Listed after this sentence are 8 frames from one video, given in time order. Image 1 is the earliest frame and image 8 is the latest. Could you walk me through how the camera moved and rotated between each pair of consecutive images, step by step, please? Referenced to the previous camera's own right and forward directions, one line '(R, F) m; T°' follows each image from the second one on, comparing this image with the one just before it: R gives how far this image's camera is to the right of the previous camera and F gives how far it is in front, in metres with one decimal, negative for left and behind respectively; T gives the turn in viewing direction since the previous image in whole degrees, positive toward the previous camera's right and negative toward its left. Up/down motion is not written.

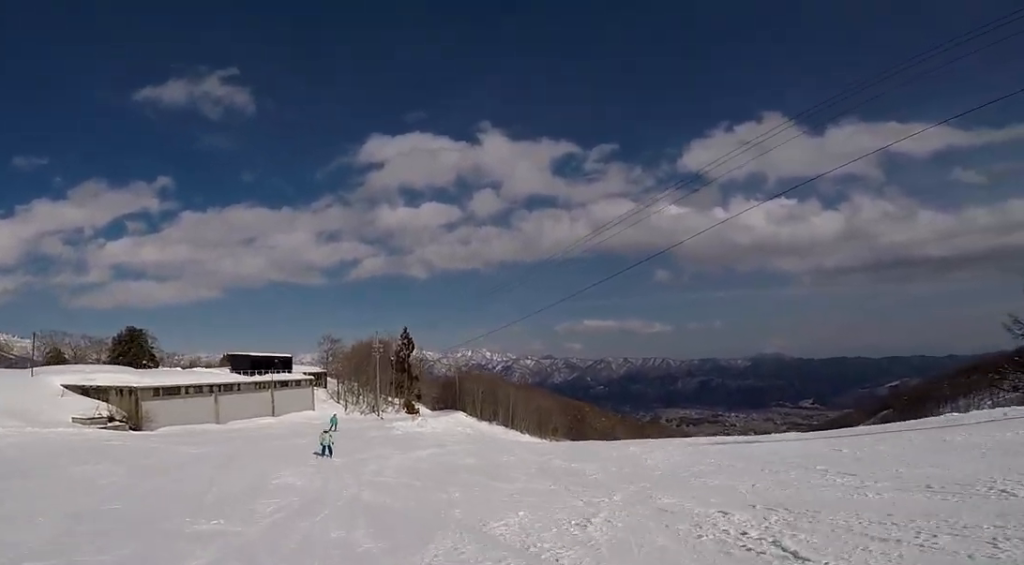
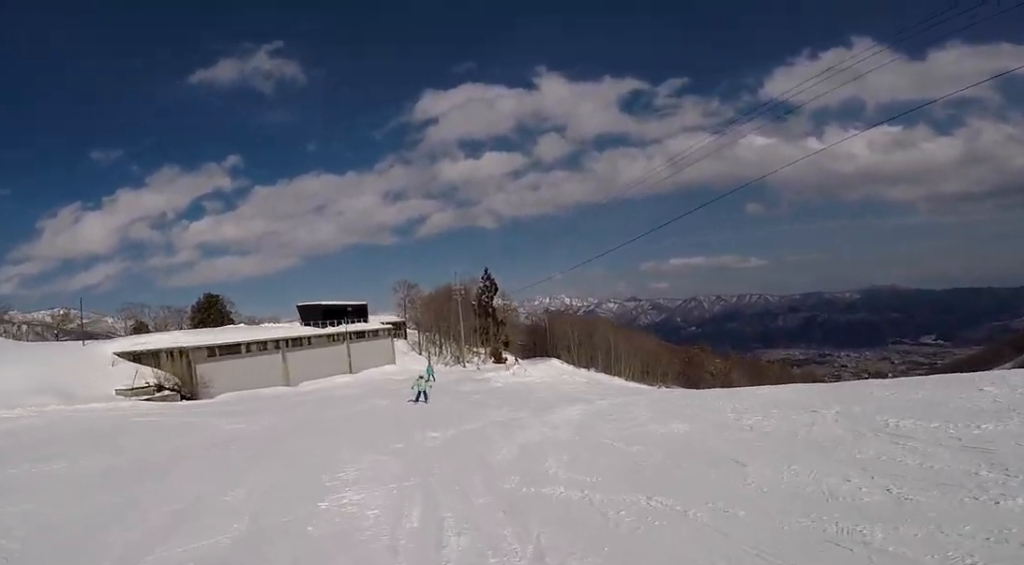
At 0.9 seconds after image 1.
(+0.5, +7.4) m; 0°
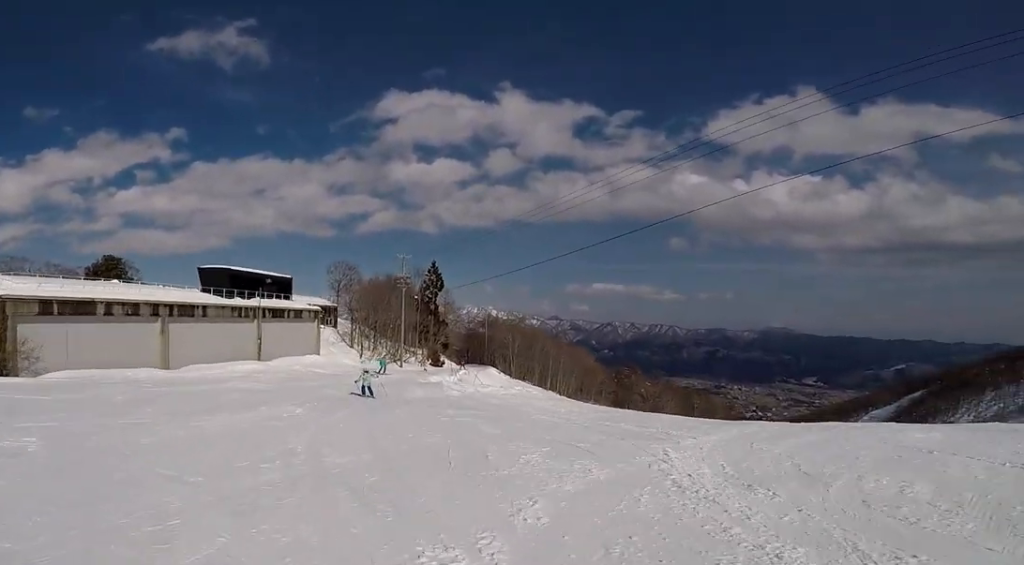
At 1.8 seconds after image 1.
(-0.2, +7.7) m; 0°
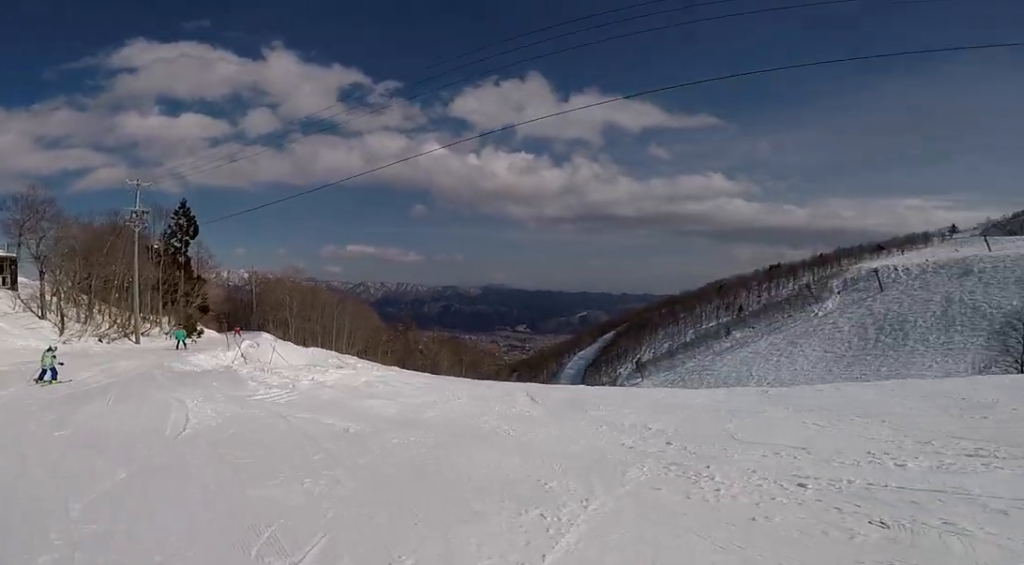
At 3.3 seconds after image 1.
(+0.6, +12.1) m; +5°
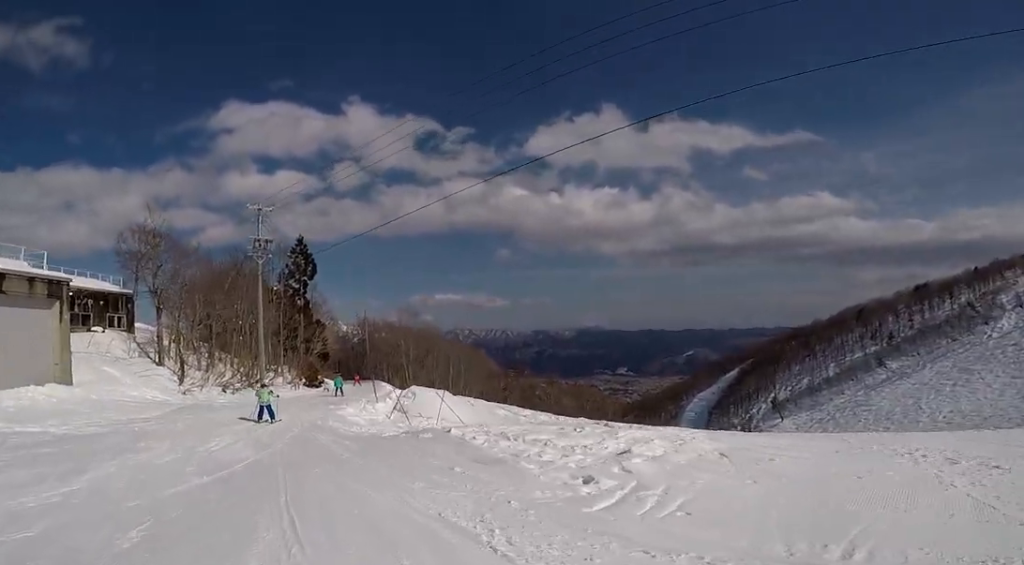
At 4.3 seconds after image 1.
(-0.3, +7.4) m; 0°
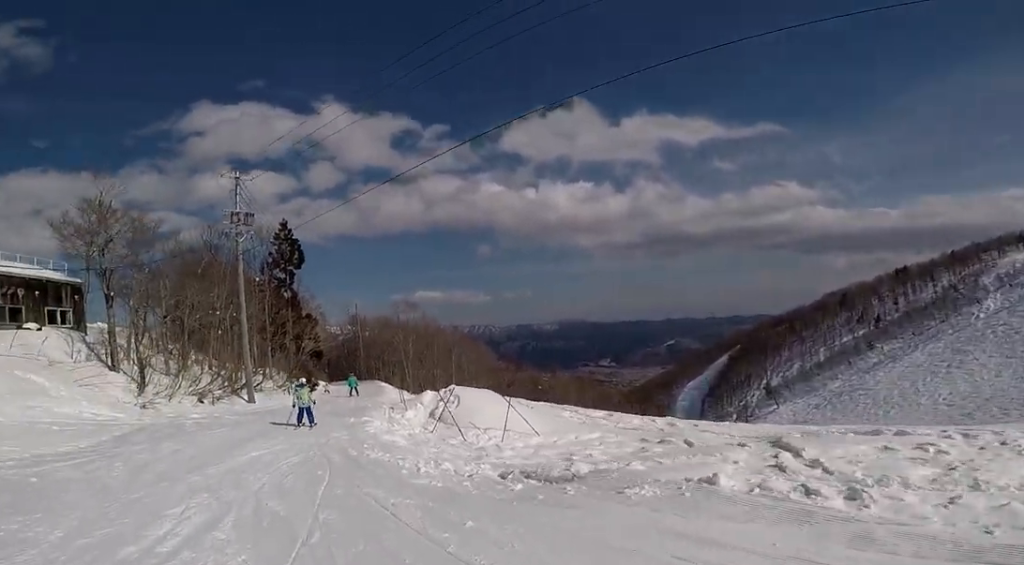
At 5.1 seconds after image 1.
(+0.4, +5.5) m; 0°
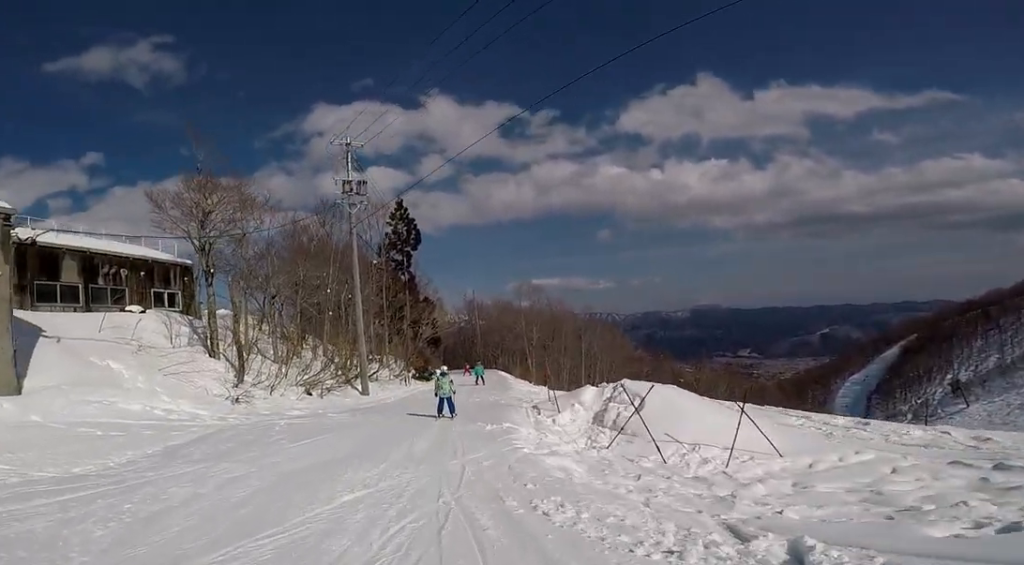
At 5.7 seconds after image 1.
(-0.2, +3.7) m; -2°
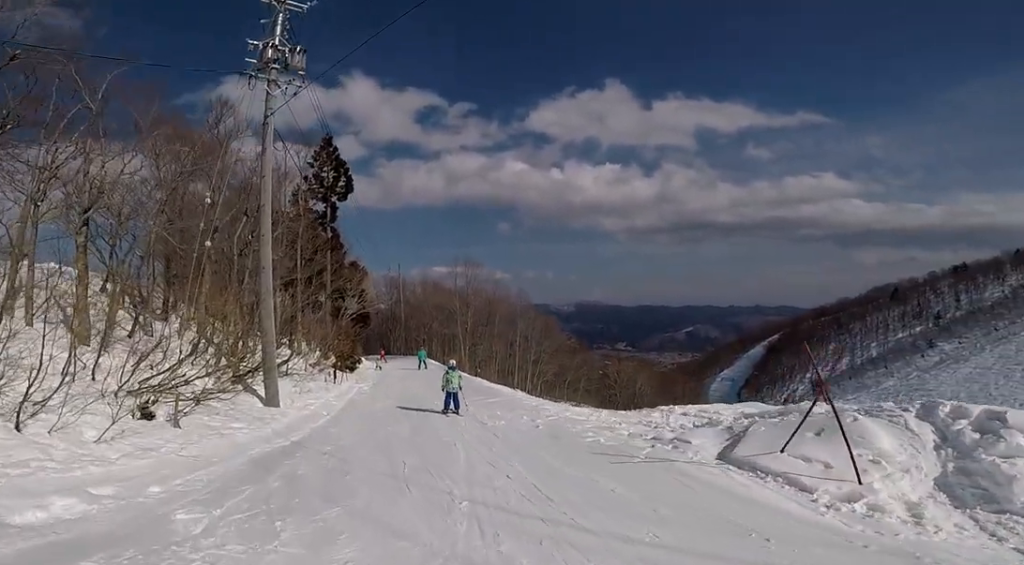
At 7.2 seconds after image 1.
(-0.4, +9.1) m; +12°
